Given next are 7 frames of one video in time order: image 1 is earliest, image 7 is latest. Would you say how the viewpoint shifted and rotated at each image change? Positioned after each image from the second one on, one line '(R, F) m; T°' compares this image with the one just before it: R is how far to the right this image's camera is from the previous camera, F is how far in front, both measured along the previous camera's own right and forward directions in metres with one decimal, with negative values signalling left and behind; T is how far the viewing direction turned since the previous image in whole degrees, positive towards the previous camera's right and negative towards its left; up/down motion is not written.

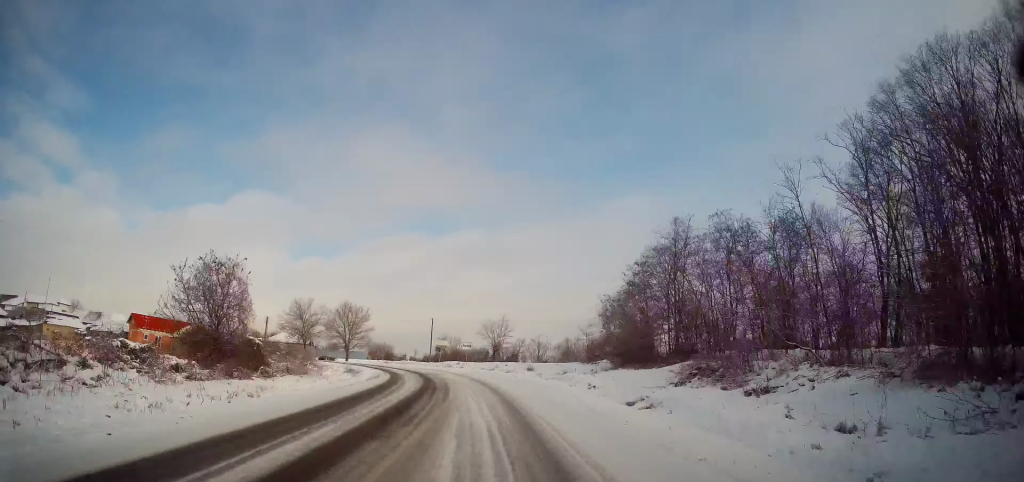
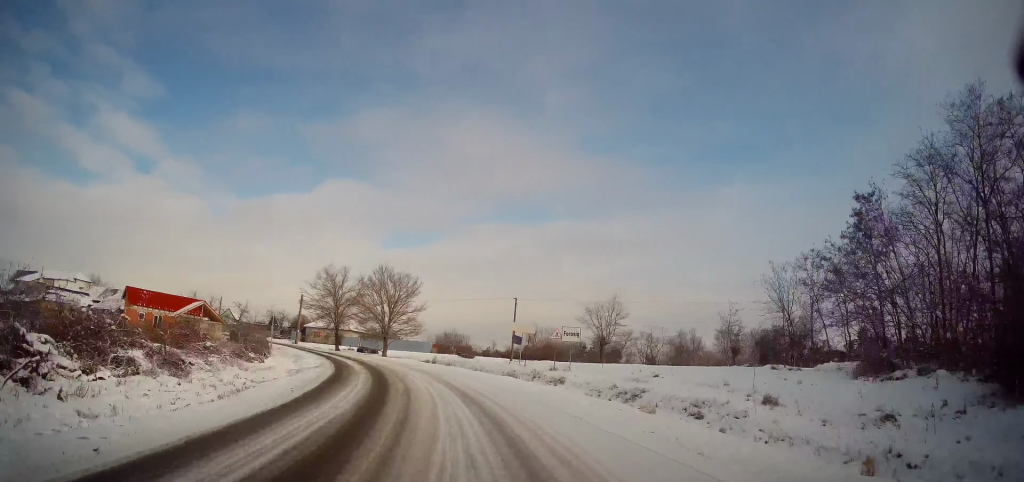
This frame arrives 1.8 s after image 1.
(-1.7, +26.9) m; -10°
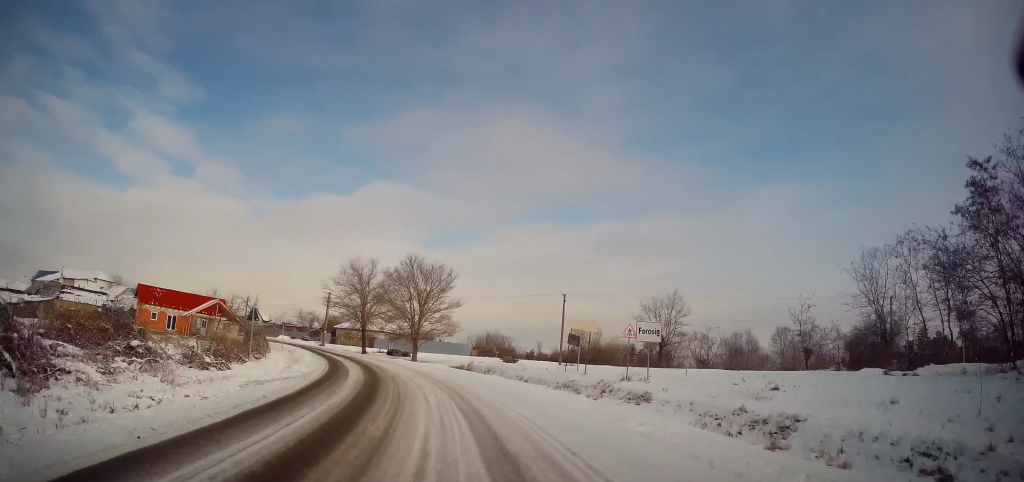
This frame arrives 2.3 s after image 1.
(-0.2, +7.5) m; -4°
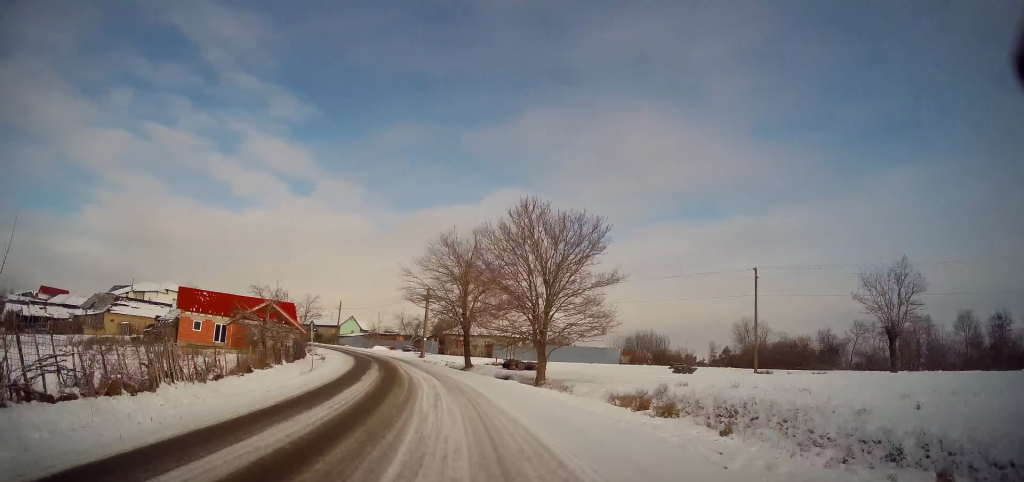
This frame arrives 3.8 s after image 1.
(-2.3, +20.1) m; -13°
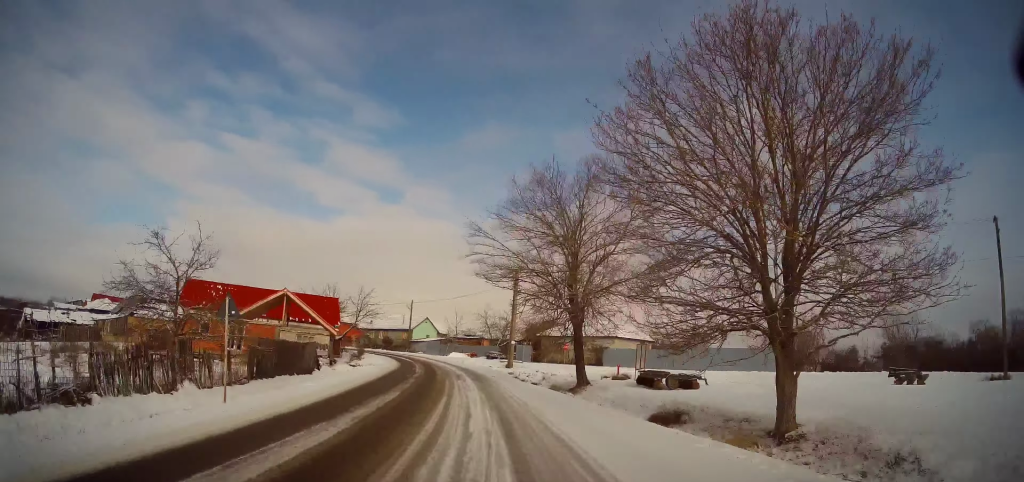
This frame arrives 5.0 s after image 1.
(-1.6, +16.1) m; -9°
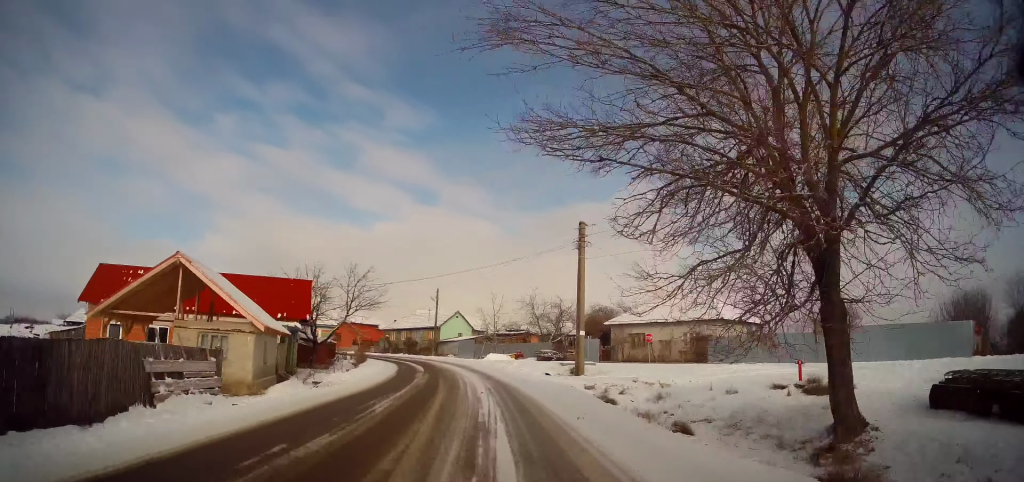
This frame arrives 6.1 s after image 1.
(-0.8, +16.4) m; -6°
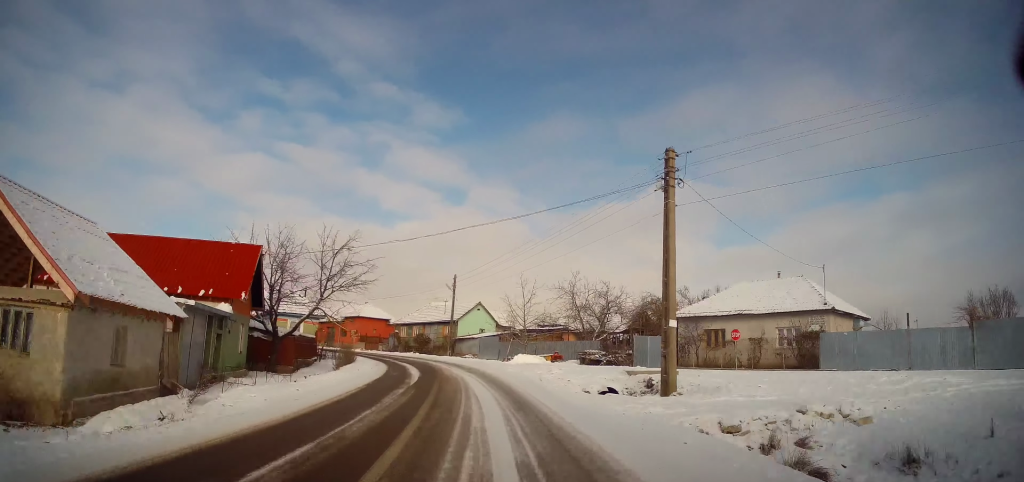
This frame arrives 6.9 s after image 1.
(-0.5, +10.8) m; -2°
